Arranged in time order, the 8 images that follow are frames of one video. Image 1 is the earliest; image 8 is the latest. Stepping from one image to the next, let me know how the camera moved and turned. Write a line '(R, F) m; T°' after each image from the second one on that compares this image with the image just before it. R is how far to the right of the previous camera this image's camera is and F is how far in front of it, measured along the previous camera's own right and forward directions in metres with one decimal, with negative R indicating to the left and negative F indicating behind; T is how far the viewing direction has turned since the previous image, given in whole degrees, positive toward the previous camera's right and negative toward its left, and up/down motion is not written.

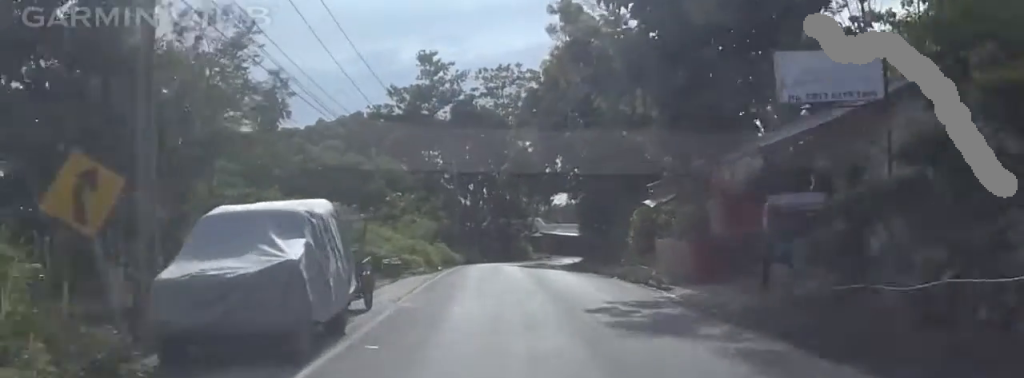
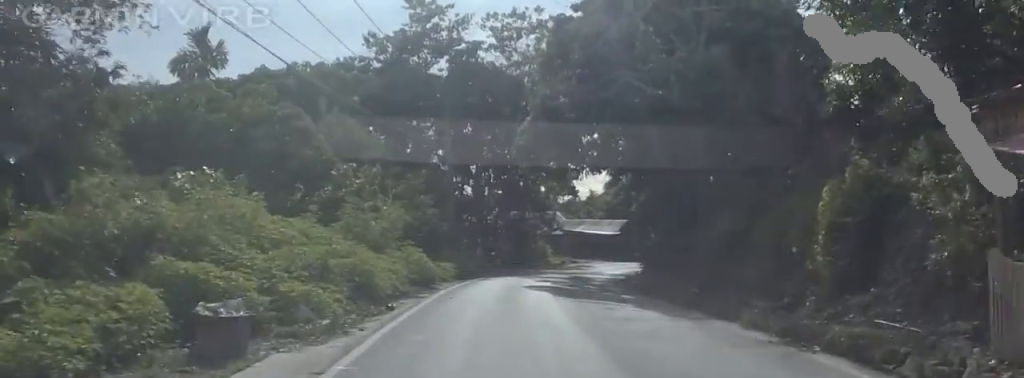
(+1.6, +18.6) m; +5°
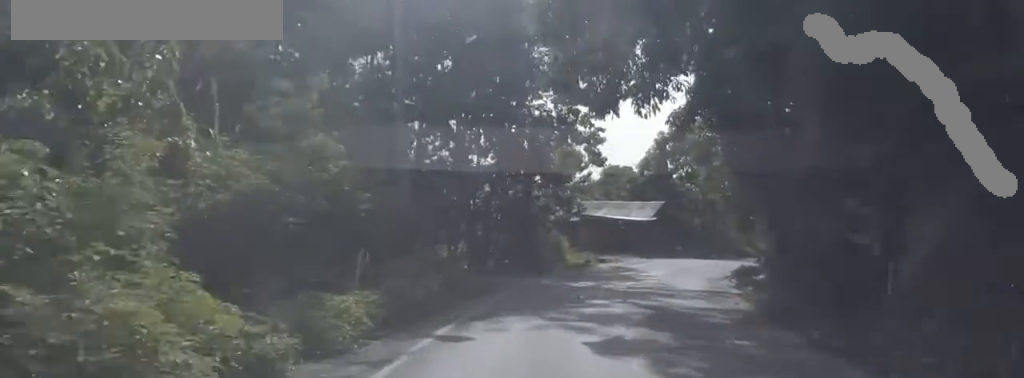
(-0.6, +19.5) m; -2°
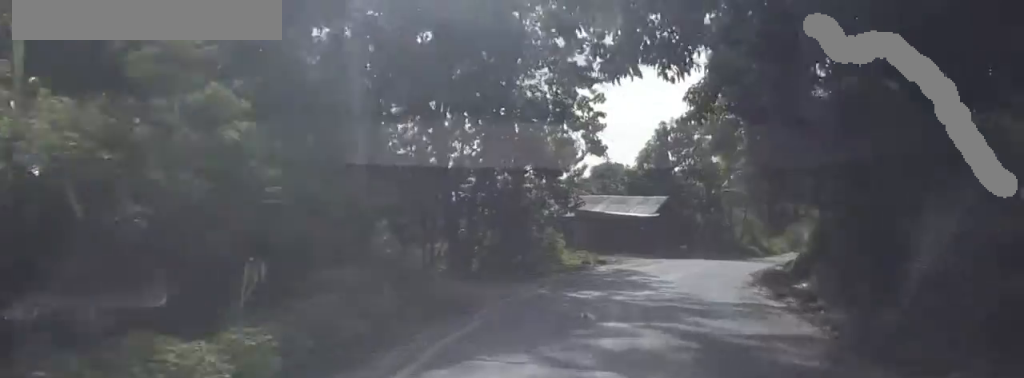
(+0.2, +5.2) m; 0°
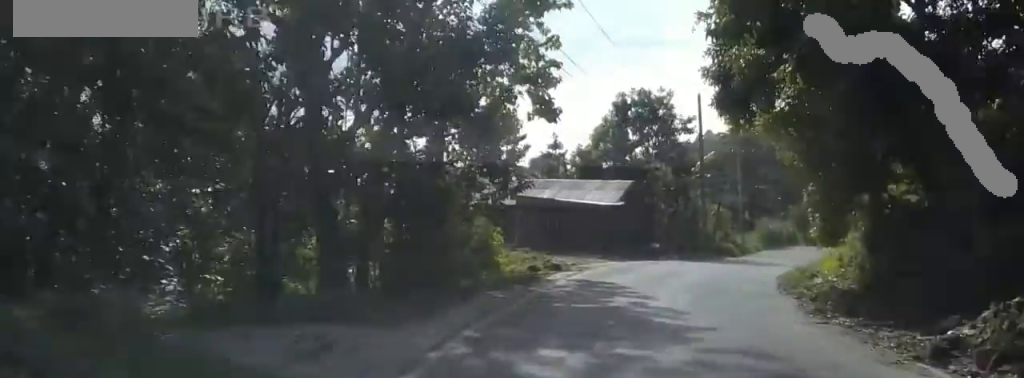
(+0.1, +11.9) m; 0°
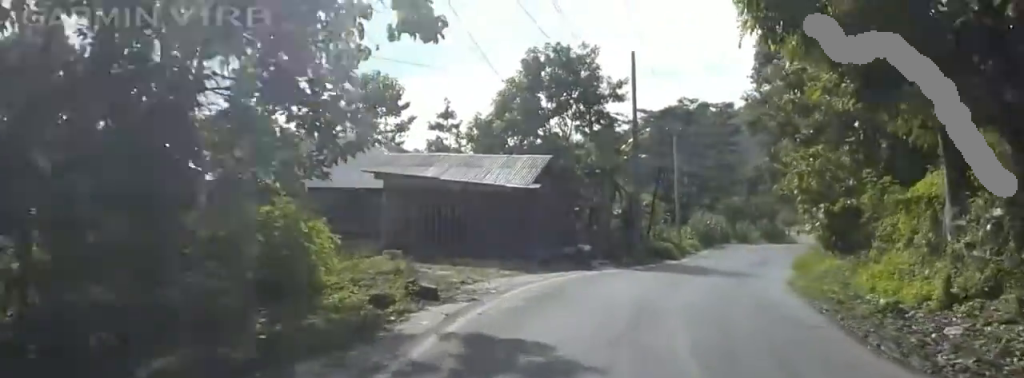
(-0.1, +13.1) m; +5°
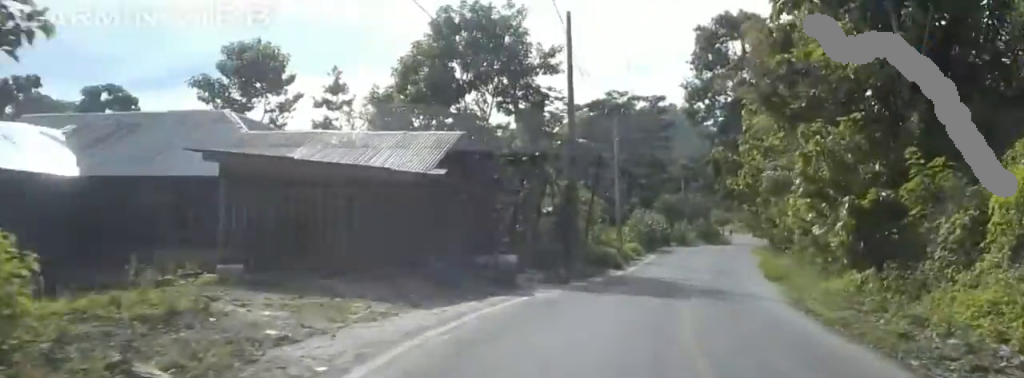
(-0.1, +8.4) m; +7°
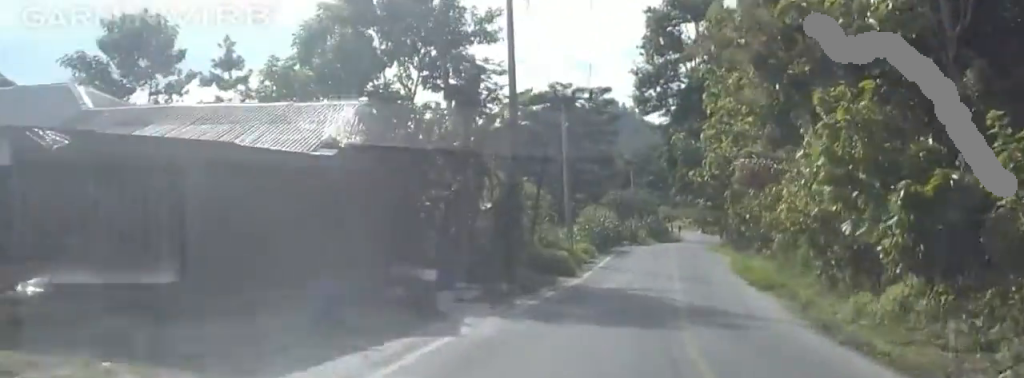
(+0.9, +5.9) m; +4°
